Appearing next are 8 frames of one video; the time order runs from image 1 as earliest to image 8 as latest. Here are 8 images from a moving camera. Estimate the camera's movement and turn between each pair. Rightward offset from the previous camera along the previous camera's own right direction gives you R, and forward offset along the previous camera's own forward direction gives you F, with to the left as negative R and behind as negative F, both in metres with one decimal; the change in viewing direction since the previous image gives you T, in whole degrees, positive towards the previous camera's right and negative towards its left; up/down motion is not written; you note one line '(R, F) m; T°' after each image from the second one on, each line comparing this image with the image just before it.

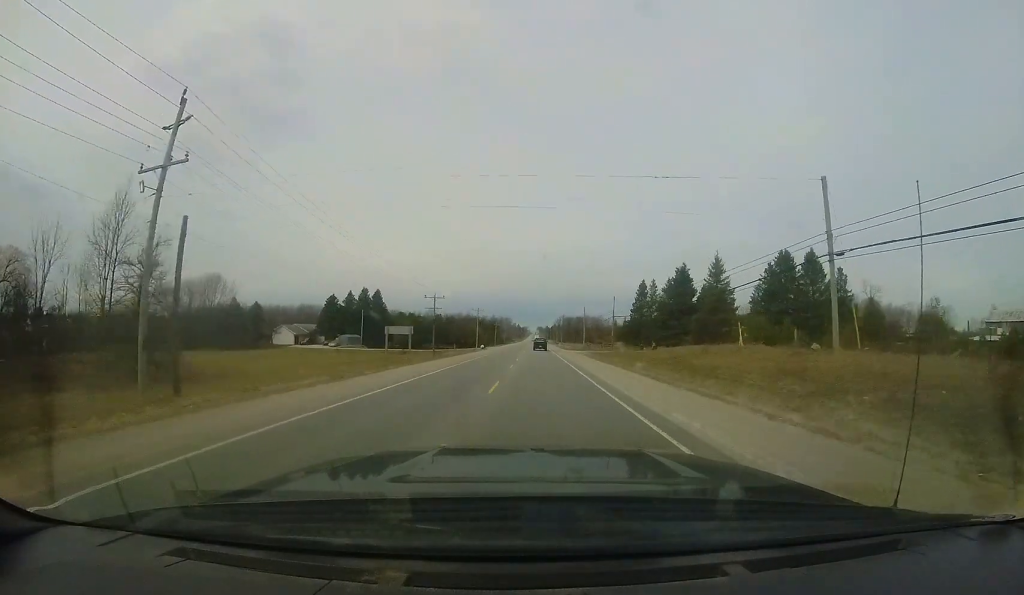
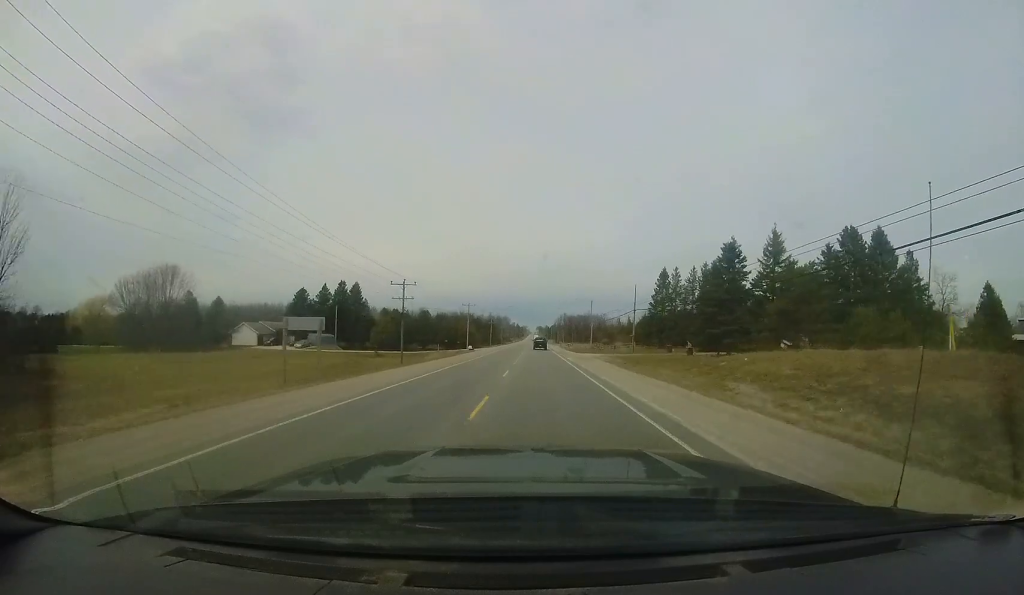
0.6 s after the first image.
(0.0, +13.5) m; 0°
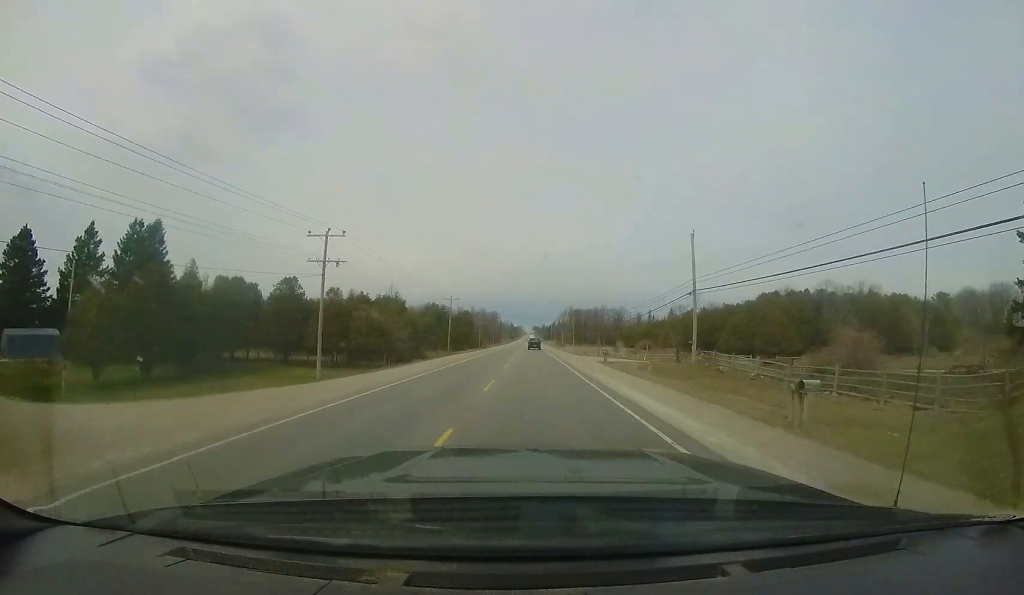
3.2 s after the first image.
(+1.4, +58.1) m; +3°
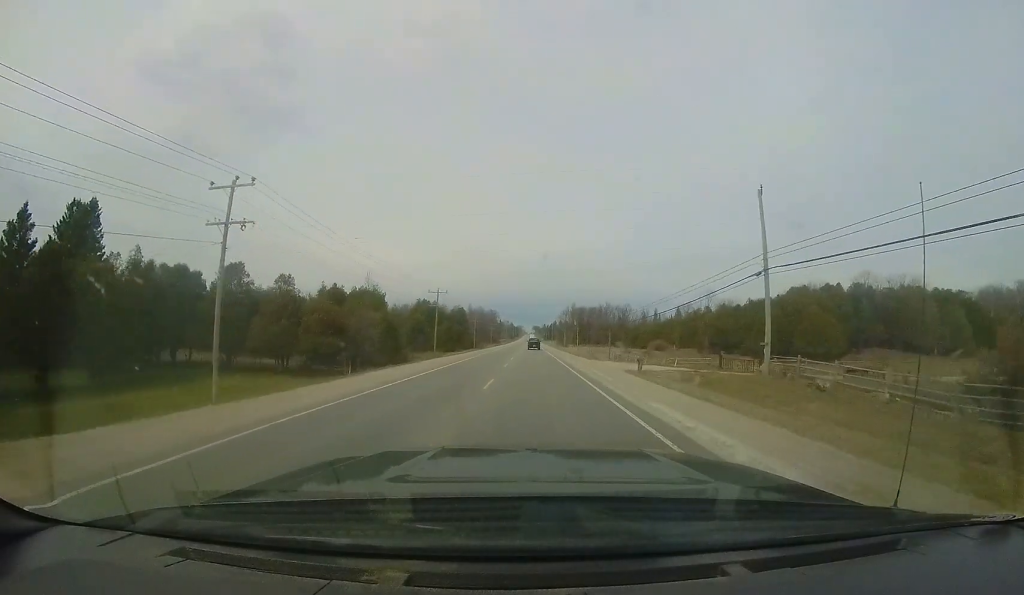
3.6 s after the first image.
(-0.1, +9.9) m; -1°
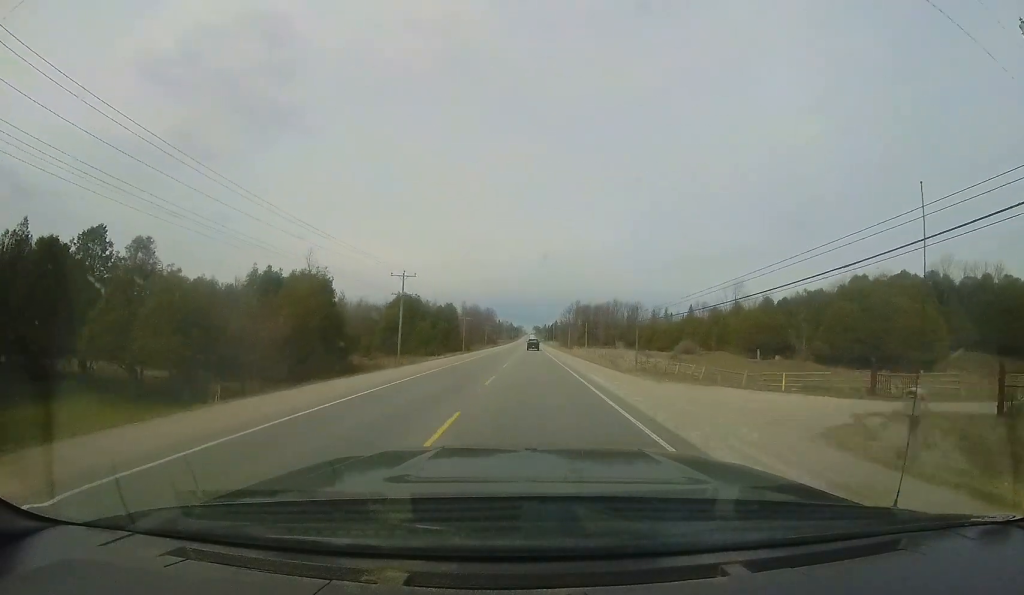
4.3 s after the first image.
(-0.1, +16.0) m; -1°
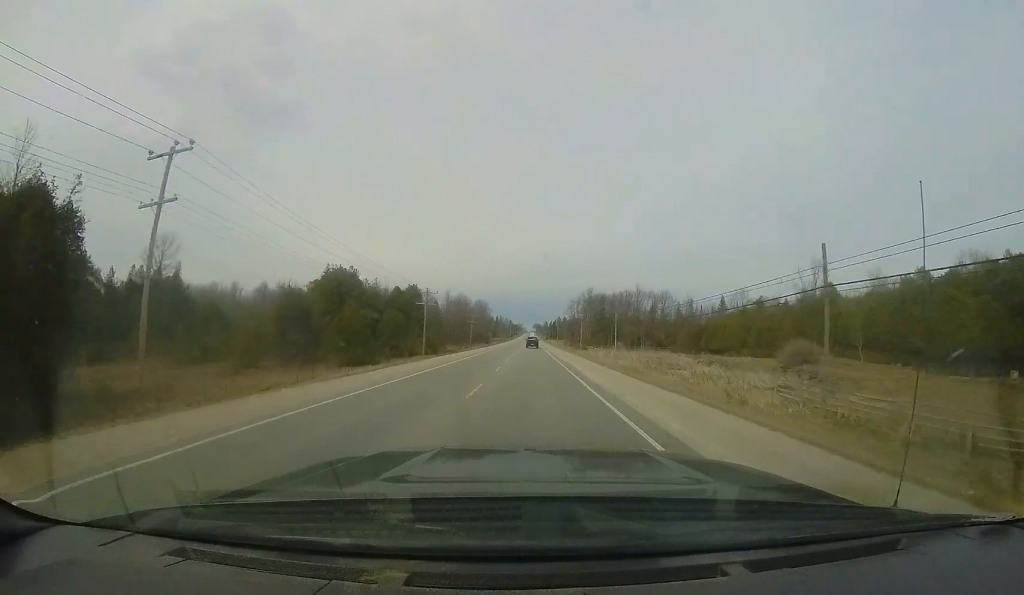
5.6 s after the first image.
(-0.6, +30.7) m; -1°
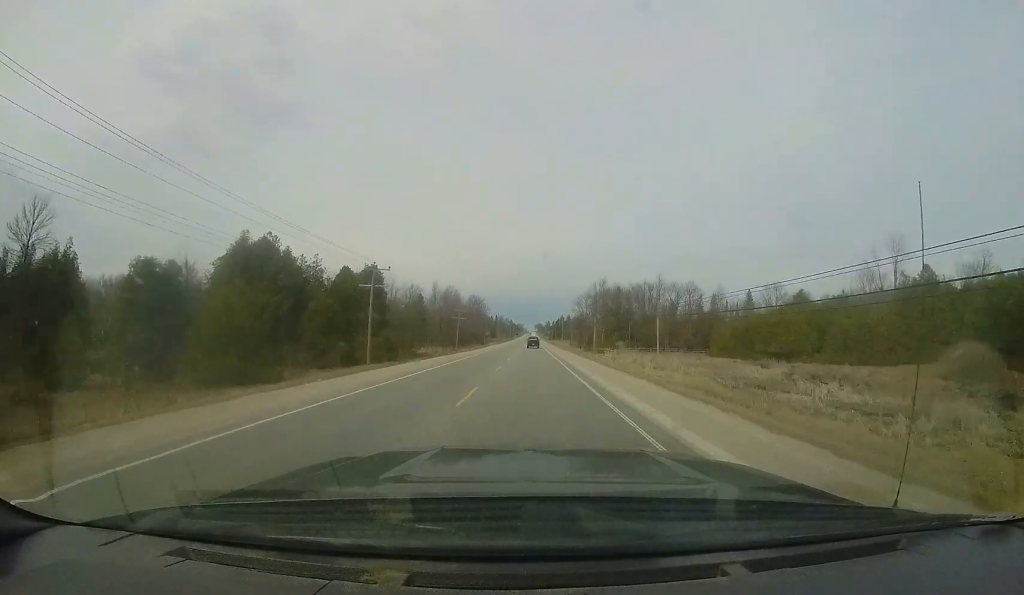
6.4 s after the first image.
(0.0, +18.5) m; 0°
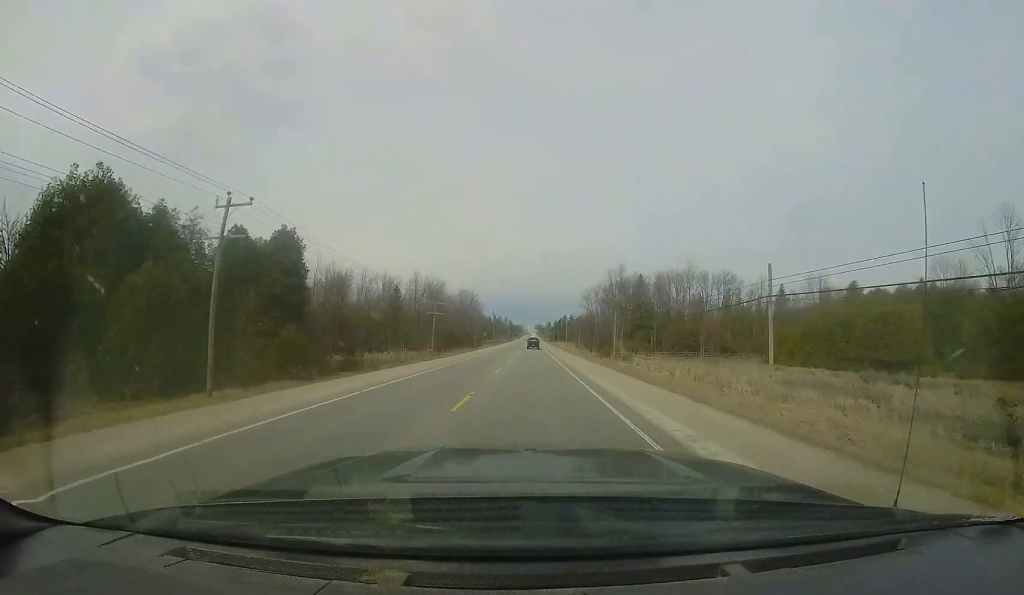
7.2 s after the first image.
(0.0, +18.7) m; +1°
